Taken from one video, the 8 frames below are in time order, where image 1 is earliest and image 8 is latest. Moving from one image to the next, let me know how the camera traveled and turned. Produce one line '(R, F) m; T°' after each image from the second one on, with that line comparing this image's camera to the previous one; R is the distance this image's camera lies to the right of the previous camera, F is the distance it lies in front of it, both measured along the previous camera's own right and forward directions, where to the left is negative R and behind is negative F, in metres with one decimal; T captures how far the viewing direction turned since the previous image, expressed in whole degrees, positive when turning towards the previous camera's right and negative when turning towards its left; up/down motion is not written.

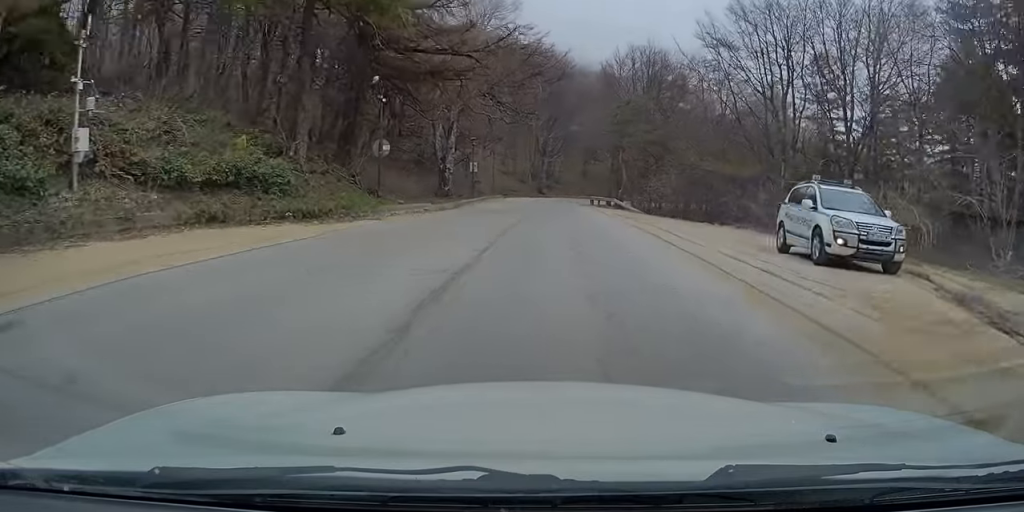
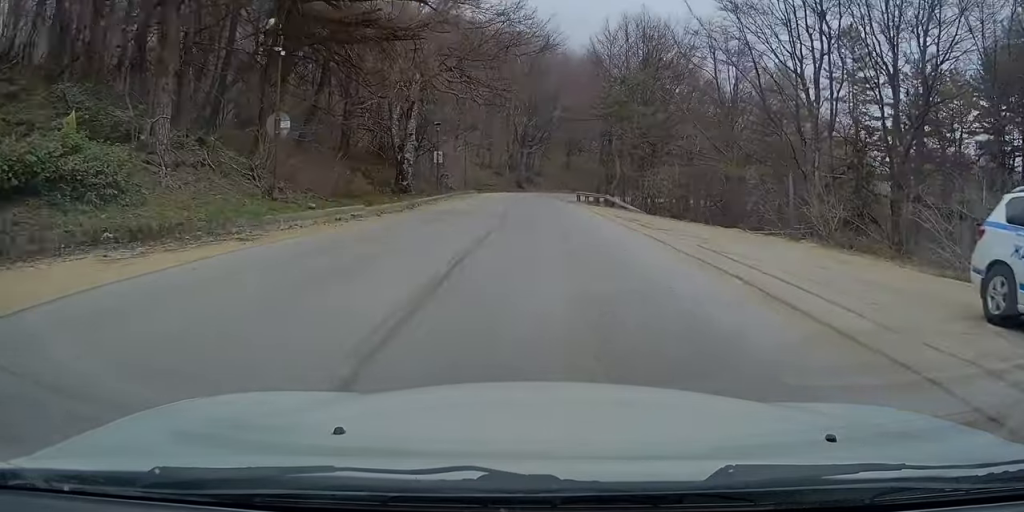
(+0.3, +8.8) m; +2°
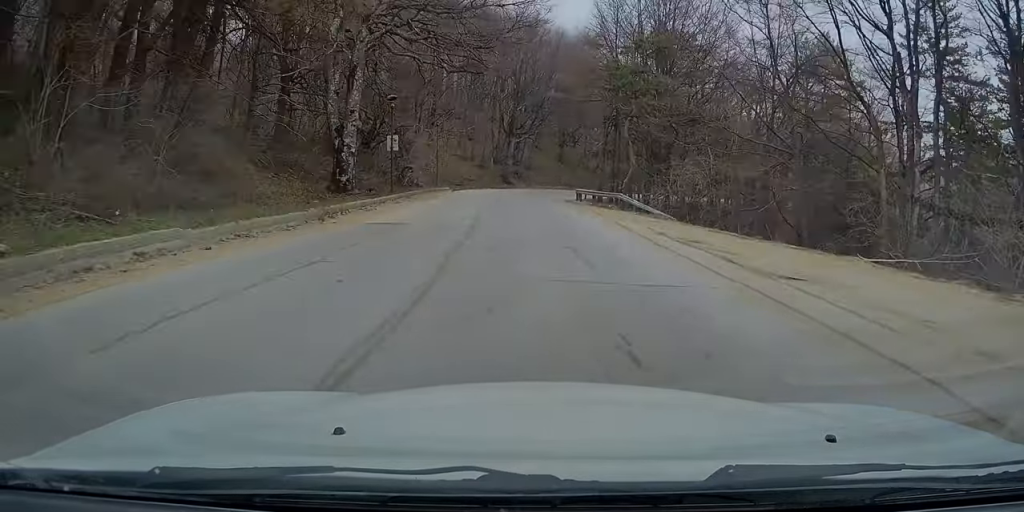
(0.0, +11.5) m; -1°
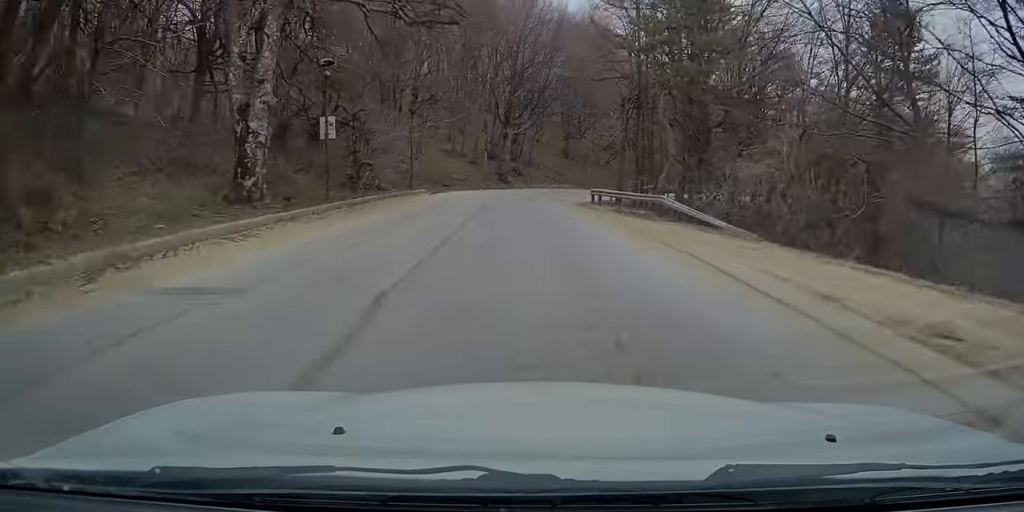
(-0.1, +10.3) m; -2°
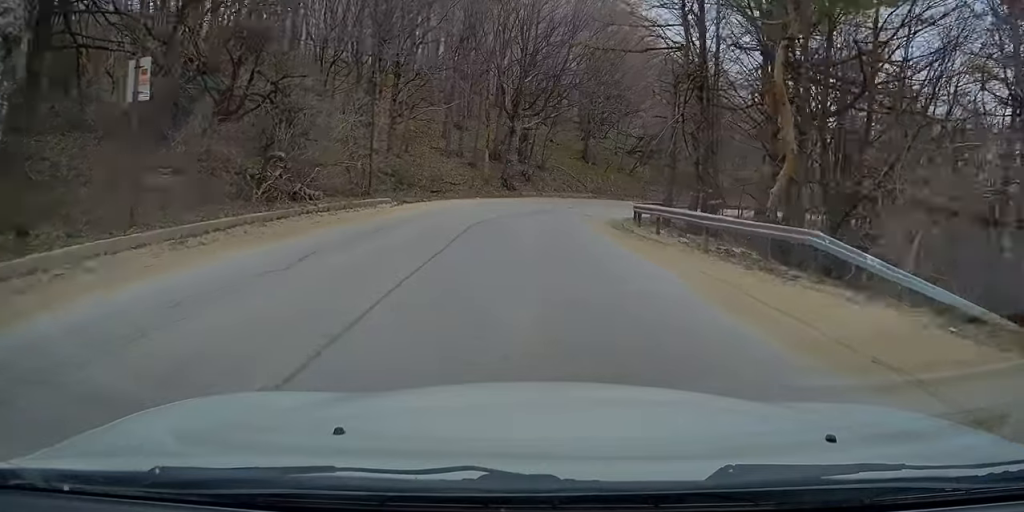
(-0.2, +11.7) m; 0°
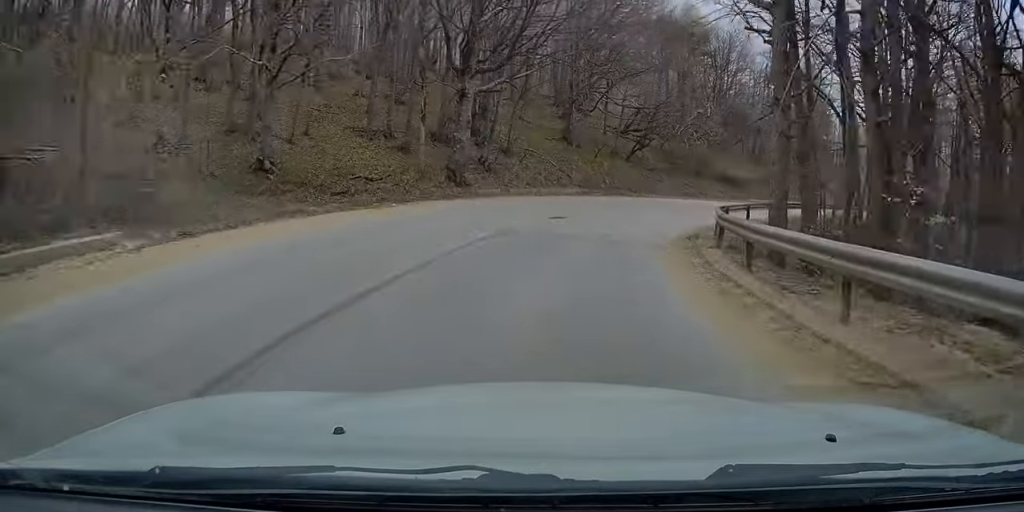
(+0.5, +15.9) m; +8°
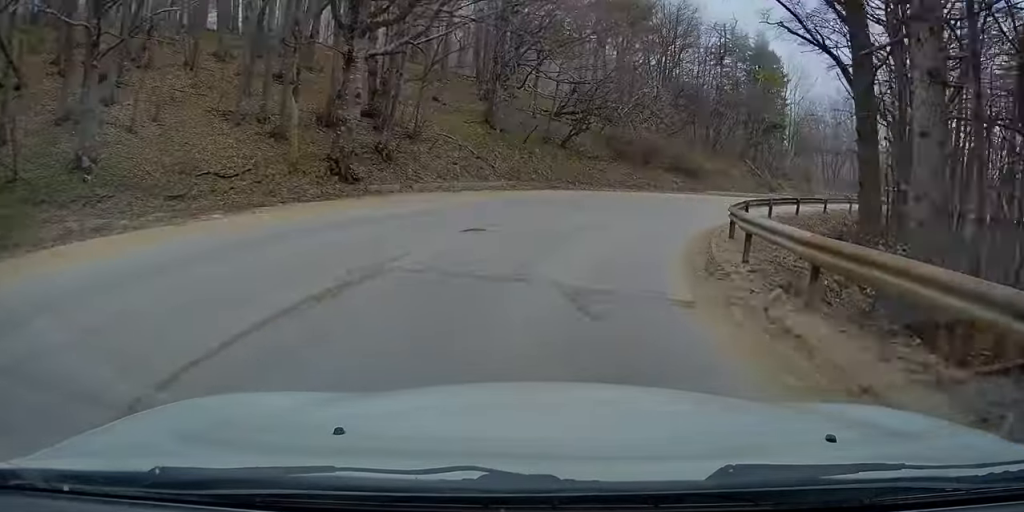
(+0.6, +7.7) m; +6°
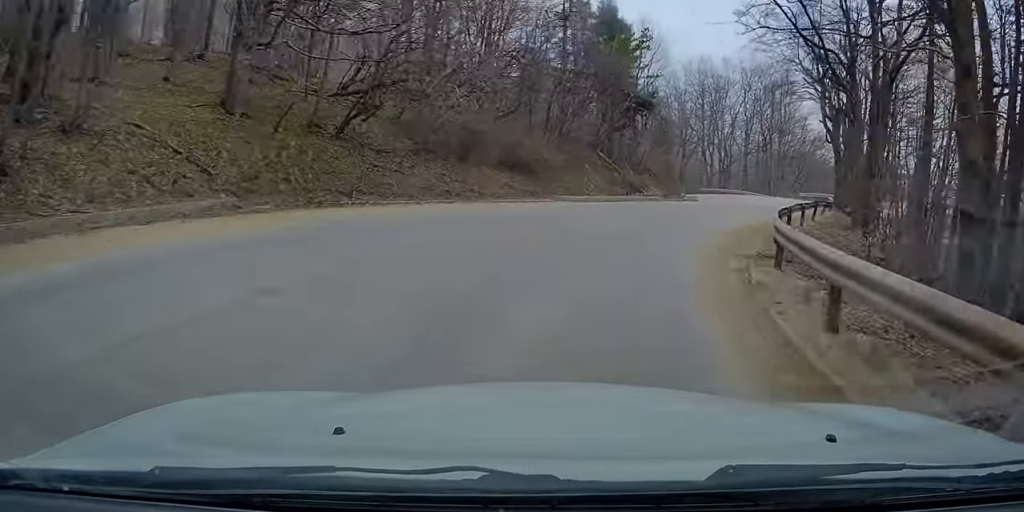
(+1.2, +12.8) m; +13°
